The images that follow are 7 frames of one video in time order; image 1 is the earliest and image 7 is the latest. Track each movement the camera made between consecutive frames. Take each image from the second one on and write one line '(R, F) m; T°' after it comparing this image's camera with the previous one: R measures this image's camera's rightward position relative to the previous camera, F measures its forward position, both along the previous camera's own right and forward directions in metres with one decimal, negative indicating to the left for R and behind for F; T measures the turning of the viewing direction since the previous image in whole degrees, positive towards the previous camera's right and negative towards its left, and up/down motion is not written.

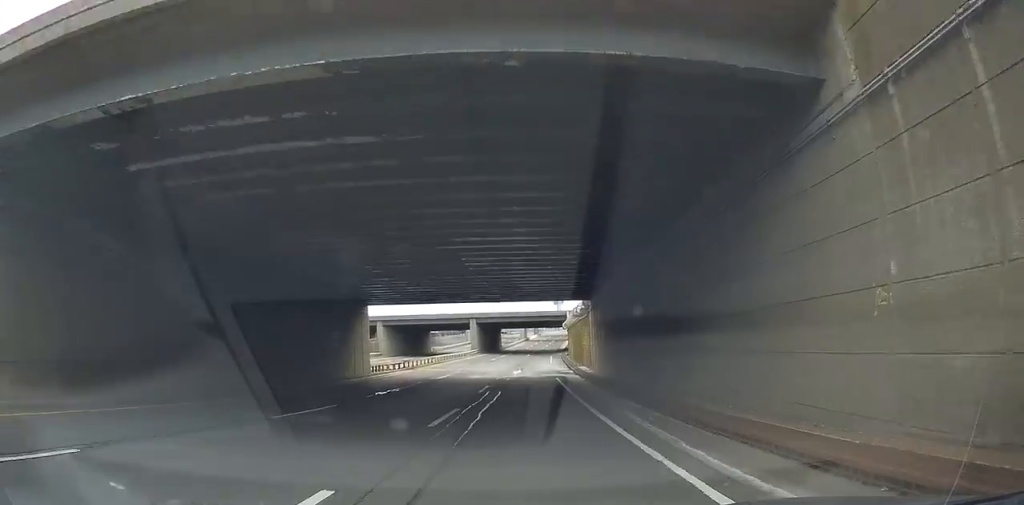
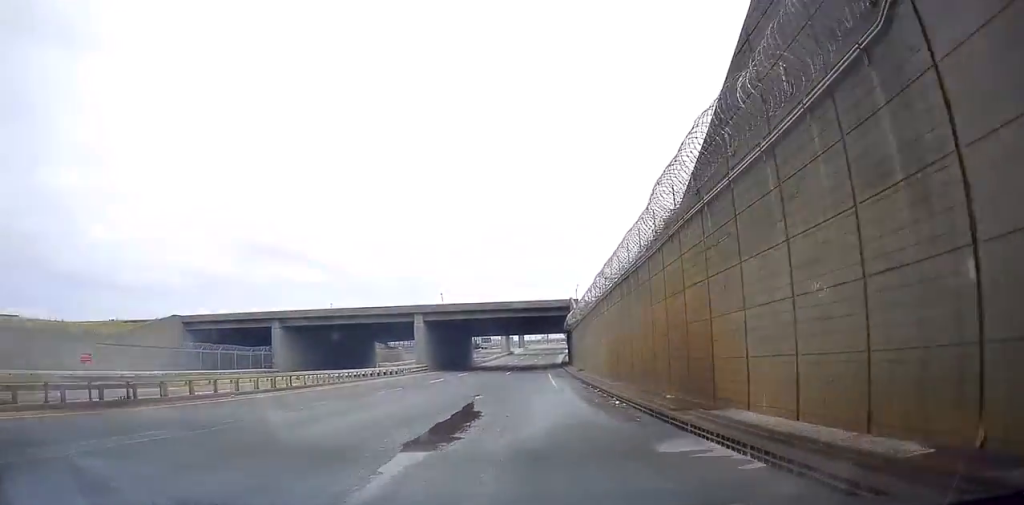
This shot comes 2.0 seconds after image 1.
(+0.9, +36.7) m; +3°
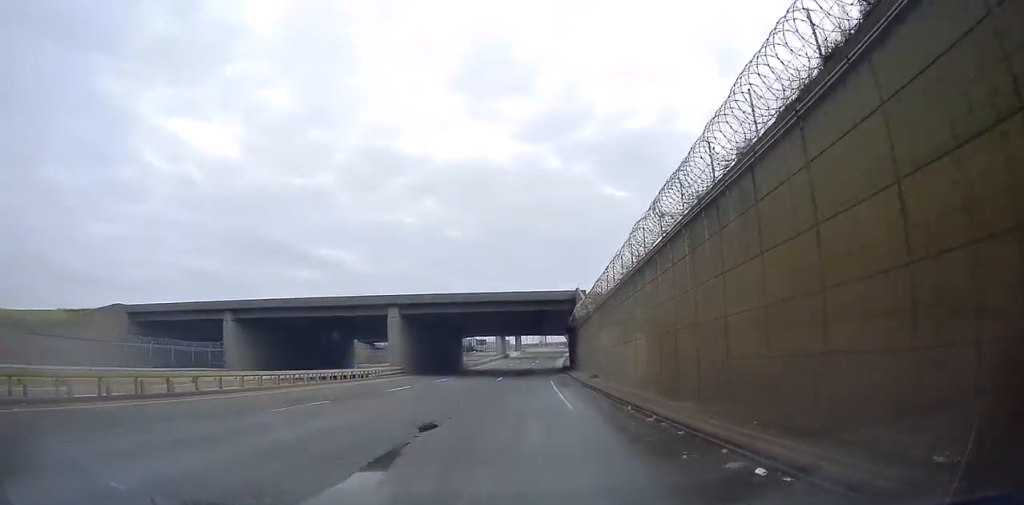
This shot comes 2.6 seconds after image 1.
(+0.1, +10.3) m; 0°
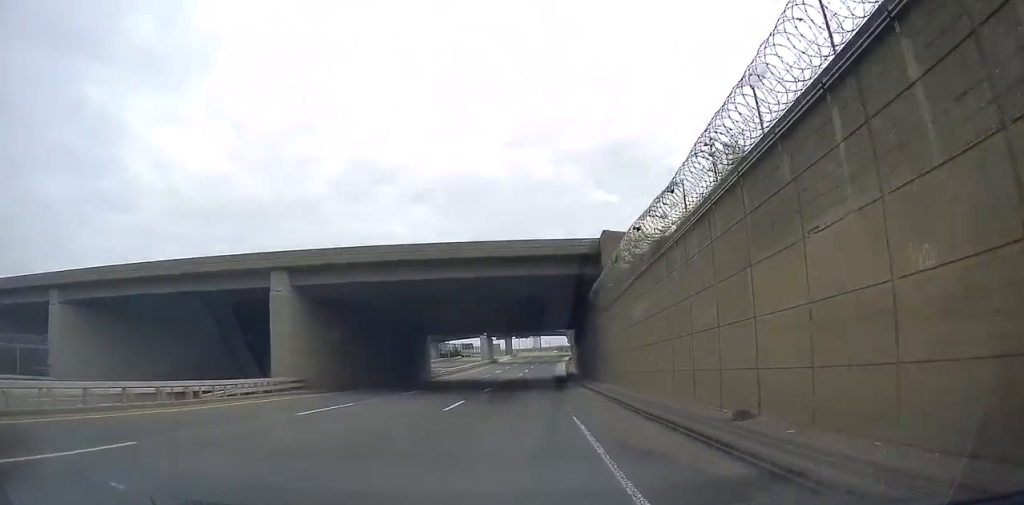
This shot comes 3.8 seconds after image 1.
(-0.2, +22.4) m; -1°
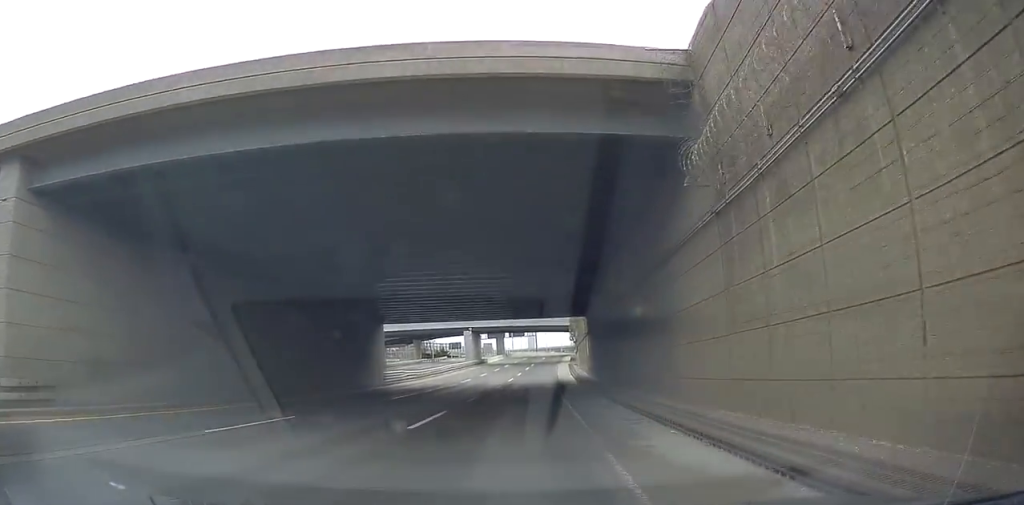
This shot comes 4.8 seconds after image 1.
(-0.2, +17.3) m; 0°
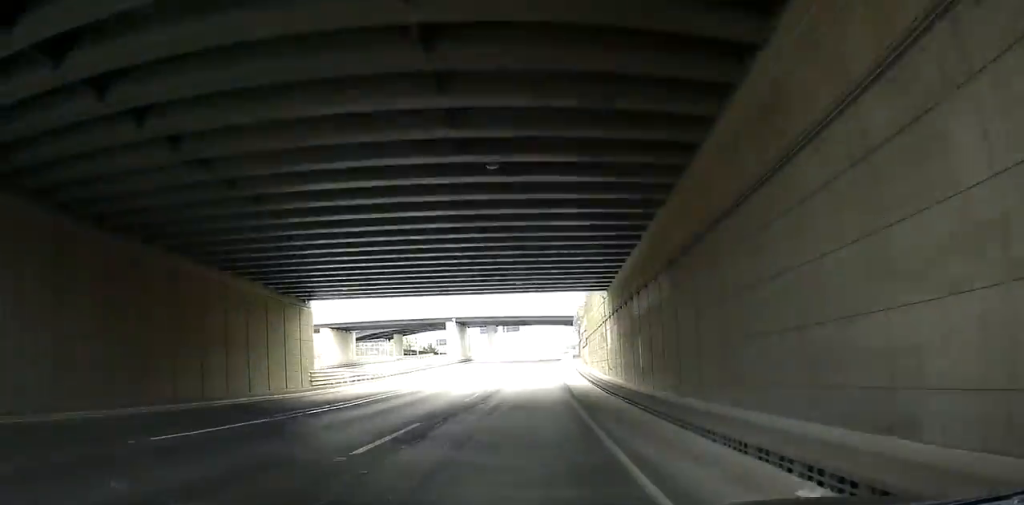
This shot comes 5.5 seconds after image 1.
(0.0, +14.0) m; +1°
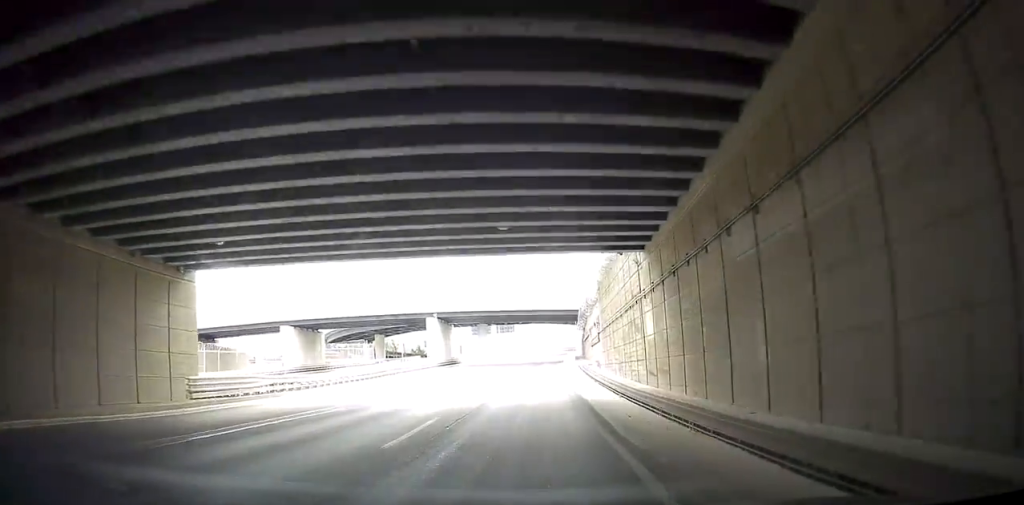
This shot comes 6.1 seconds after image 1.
(+0.3, +11.0) m; 0°
